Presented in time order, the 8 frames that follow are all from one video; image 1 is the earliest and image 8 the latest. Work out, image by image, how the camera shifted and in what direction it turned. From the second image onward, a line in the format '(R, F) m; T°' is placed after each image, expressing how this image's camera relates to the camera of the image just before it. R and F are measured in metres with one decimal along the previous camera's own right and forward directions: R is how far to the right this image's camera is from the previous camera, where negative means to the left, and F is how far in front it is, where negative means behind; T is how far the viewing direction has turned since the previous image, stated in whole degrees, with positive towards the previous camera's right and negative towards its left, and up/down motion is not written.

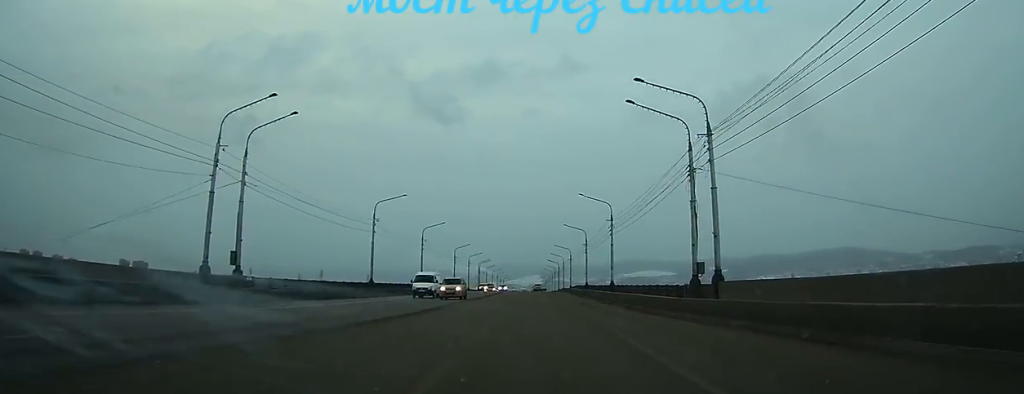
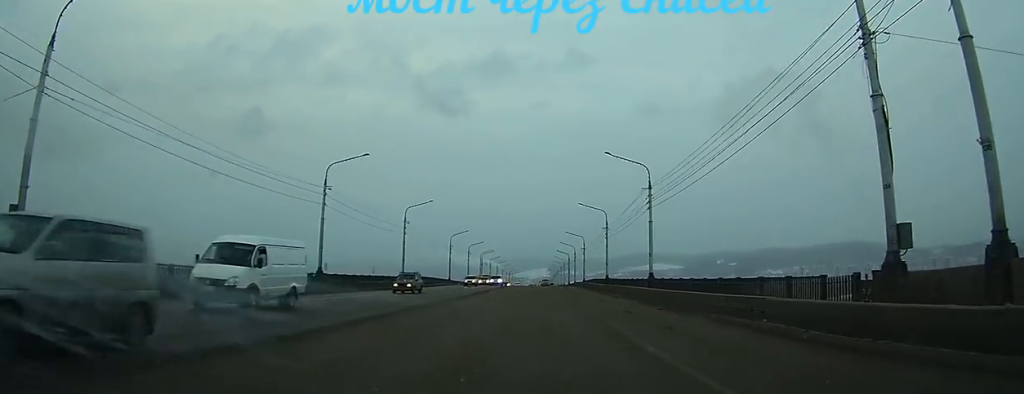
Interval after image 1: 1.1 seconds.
(-0.1, +17.6) m; 0°
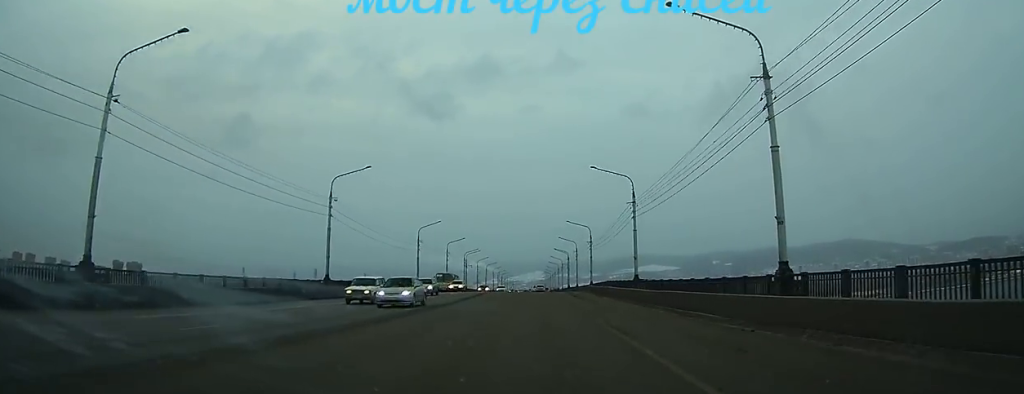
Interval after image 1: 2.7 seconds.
(0.0, +25.8) m; 0°
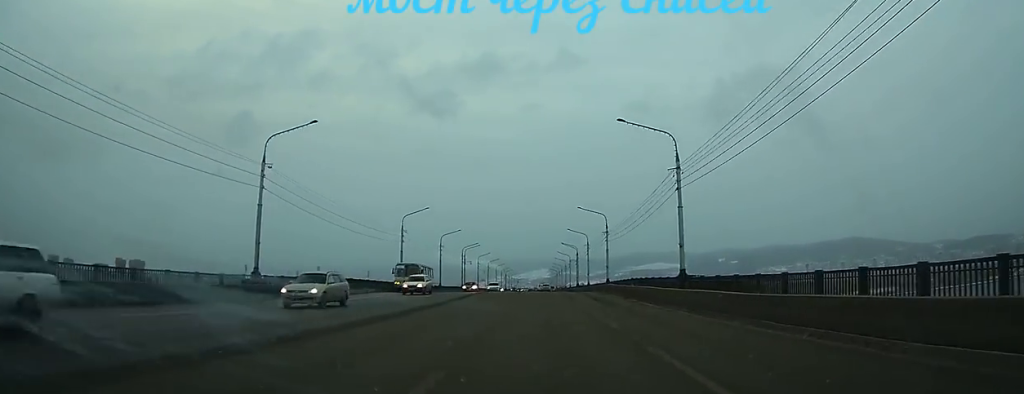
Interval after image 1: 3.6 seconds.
(-0.1, +14.1) m; 0°
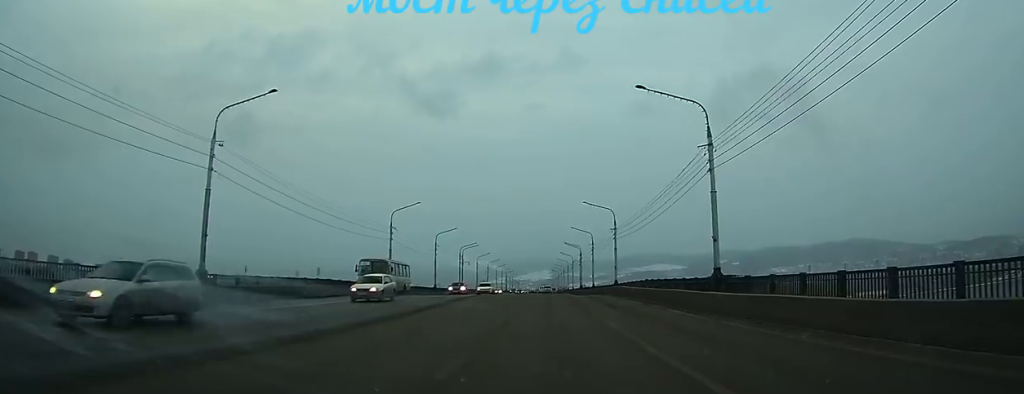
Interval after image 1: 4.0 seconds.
(0.0, +6.5) m; 0°
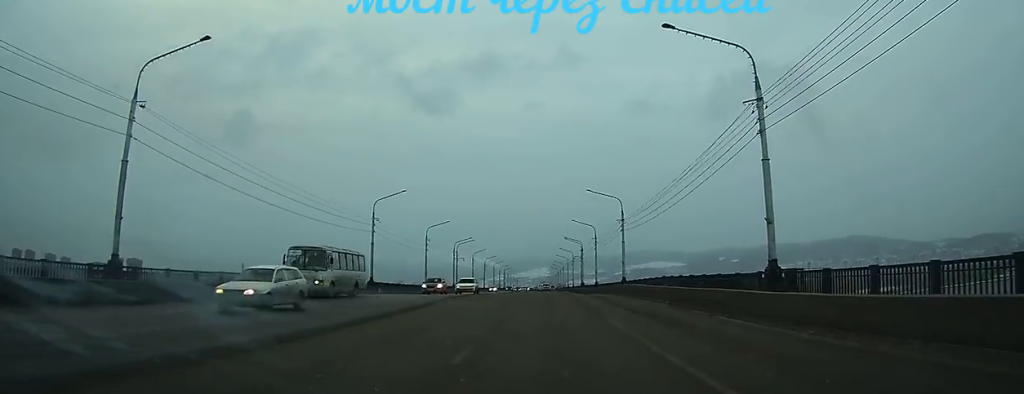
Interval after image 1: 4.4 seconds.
(0.0, +7.0) m; 0°
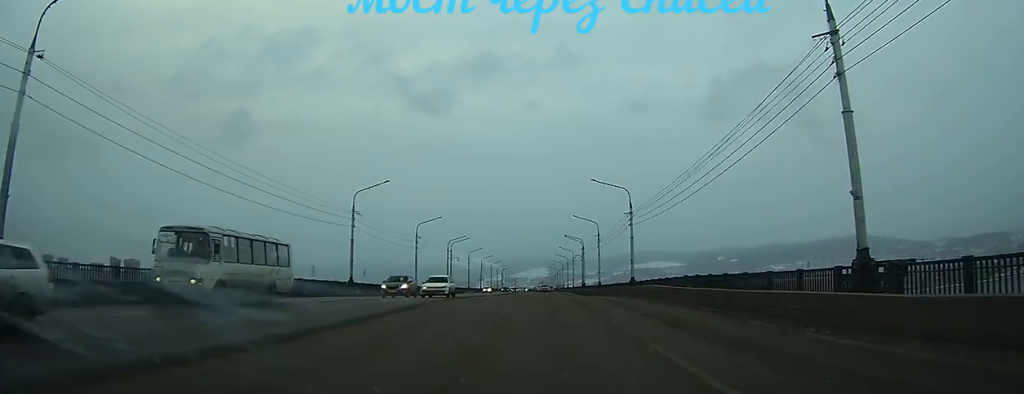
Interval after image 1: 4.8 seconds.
(0.0, +6.4) m; 0°
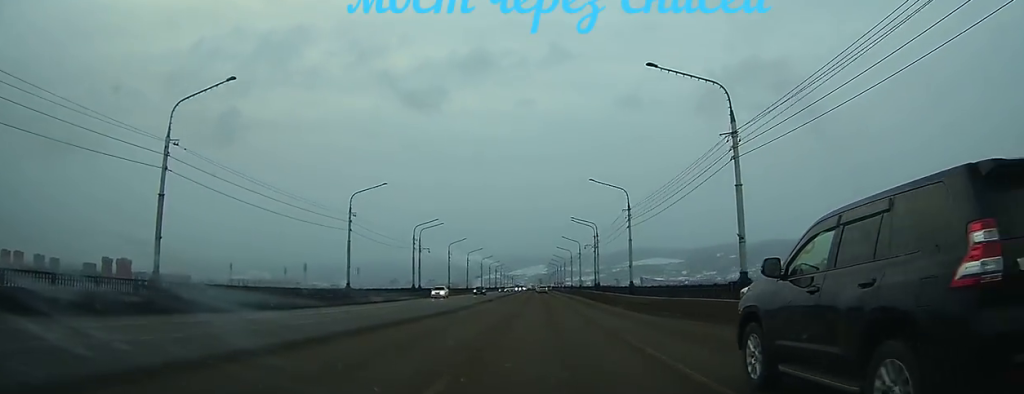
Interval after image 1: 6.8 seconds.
(+0.2, +30.5) m; +1°
